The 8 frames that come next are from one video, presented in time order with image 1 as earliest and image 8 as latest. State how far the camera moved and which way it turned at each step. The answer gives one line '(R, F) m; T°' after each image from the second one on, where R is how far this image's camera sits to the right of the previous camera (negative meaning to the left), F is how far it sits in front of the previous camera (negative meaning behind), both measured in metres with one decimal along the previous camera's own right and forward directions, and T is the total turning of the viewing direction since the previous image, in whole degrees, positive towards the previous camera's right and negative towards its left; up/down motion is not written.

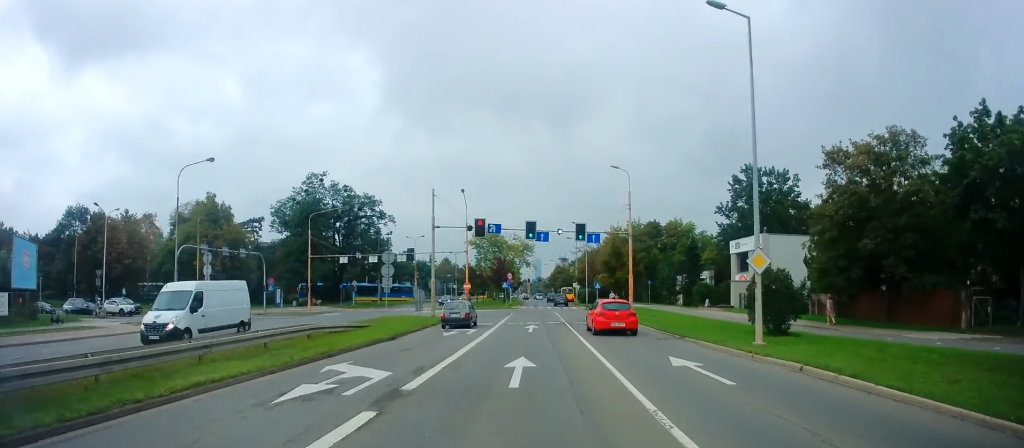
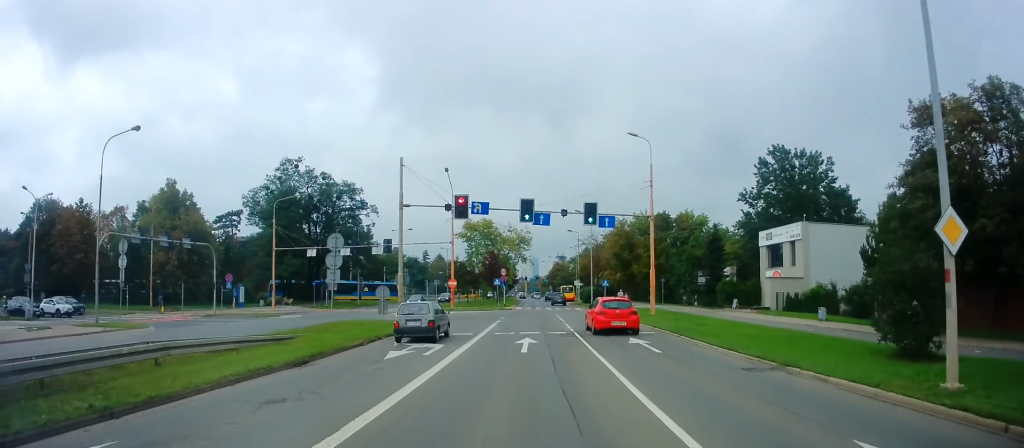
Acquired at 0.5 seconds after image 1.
(+0.1, +9.2) m; 0°
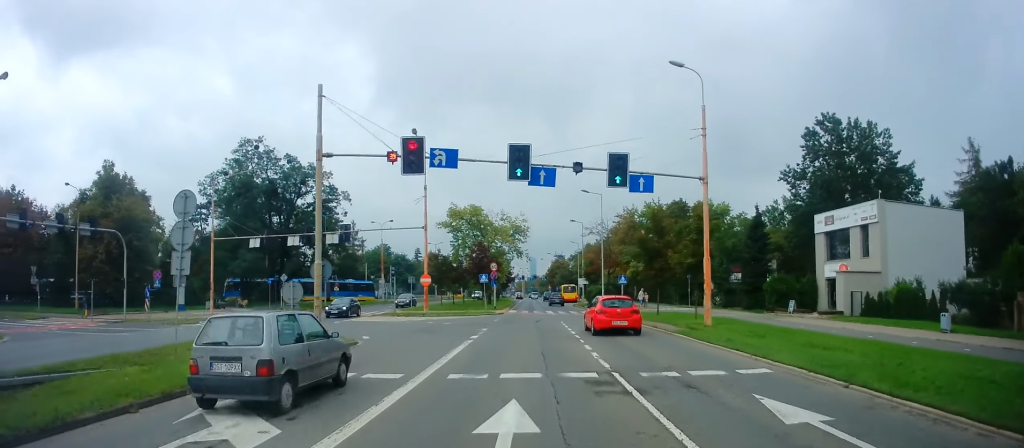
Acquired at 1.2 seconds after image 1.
(-0.1, +12.0) m; 0°
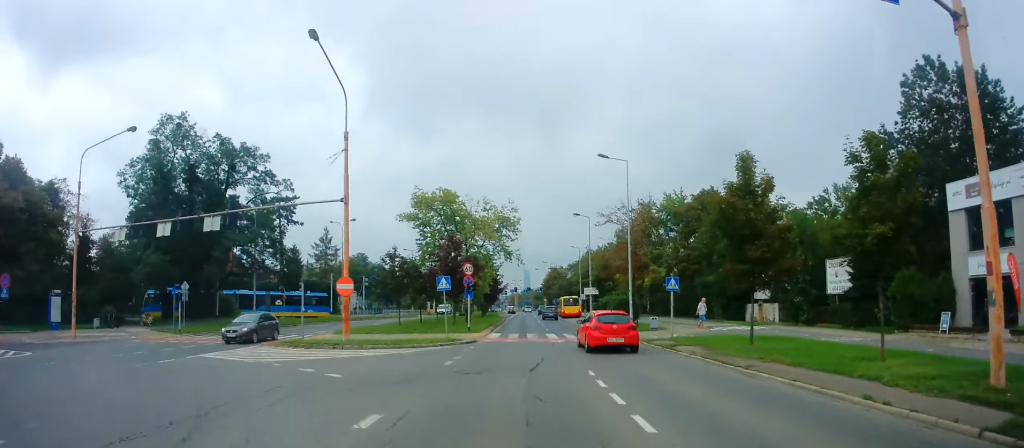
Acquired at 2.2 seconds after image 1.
(0.0, +16.8) m; 0°
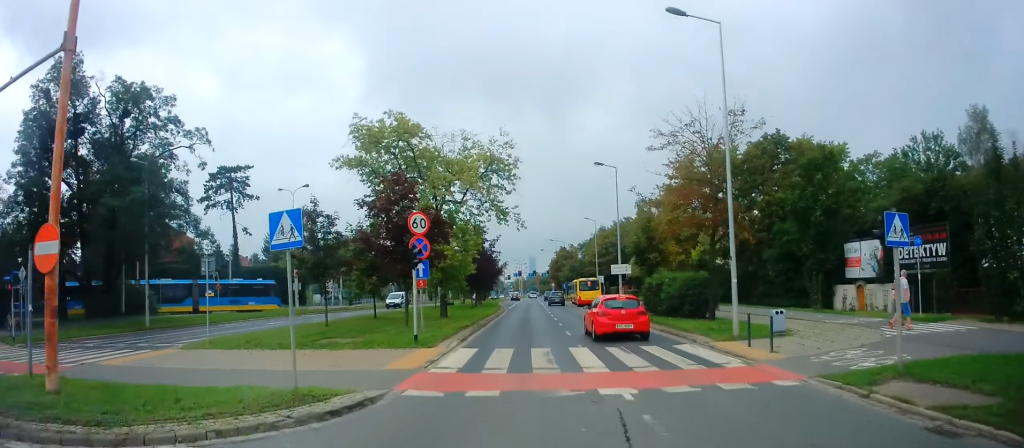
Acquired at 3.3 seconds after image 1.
(0.0, +16.8) m; 0°
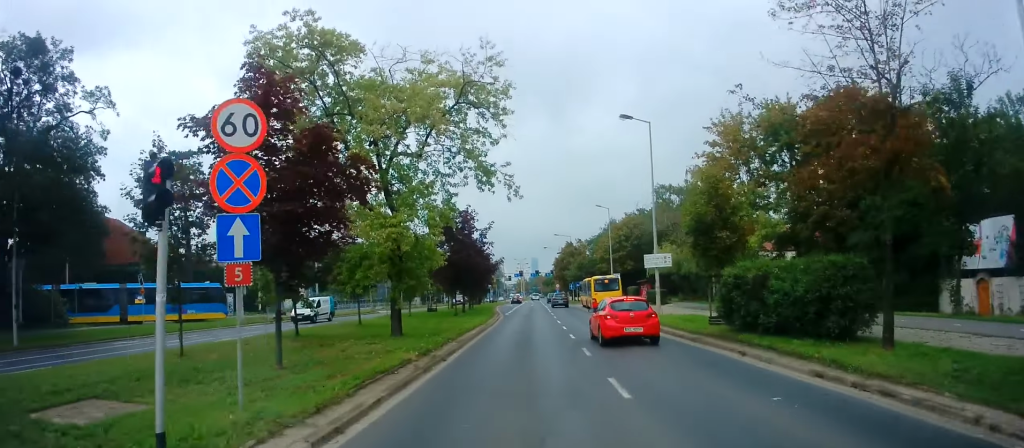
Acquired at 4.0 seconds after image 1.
(0.0, +12.2) m; 0°
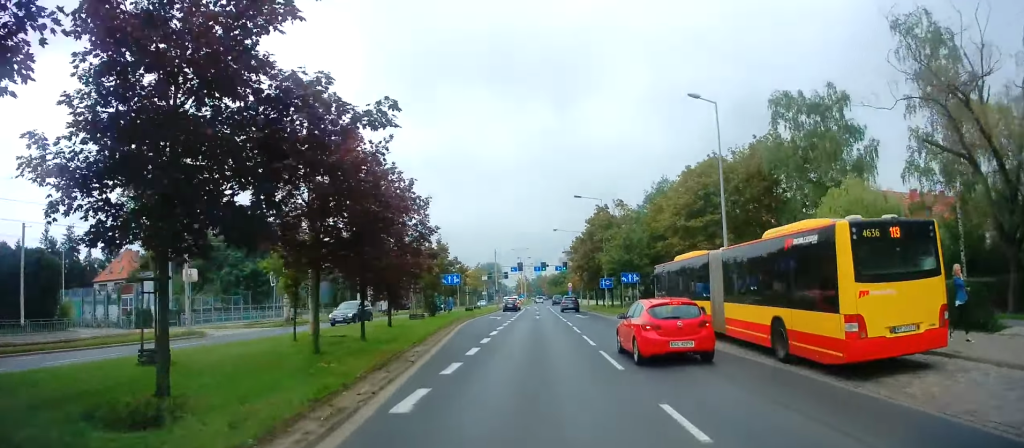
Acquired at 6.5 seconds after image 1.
(-0.2, +37.9) m; -1°
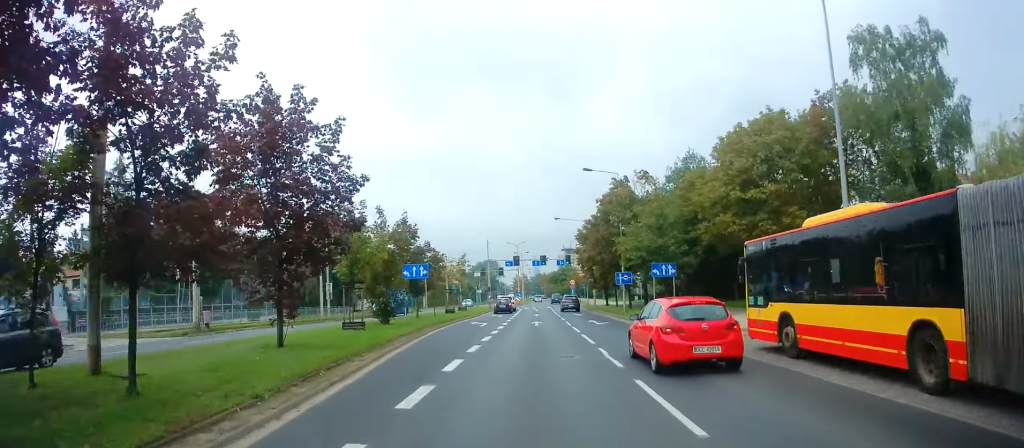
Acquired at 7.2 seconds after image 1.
(0.0, +11.7) m; 0°
